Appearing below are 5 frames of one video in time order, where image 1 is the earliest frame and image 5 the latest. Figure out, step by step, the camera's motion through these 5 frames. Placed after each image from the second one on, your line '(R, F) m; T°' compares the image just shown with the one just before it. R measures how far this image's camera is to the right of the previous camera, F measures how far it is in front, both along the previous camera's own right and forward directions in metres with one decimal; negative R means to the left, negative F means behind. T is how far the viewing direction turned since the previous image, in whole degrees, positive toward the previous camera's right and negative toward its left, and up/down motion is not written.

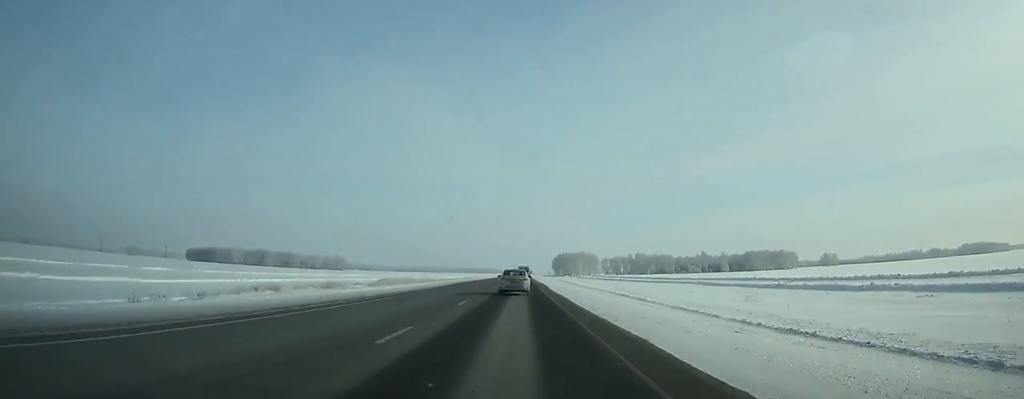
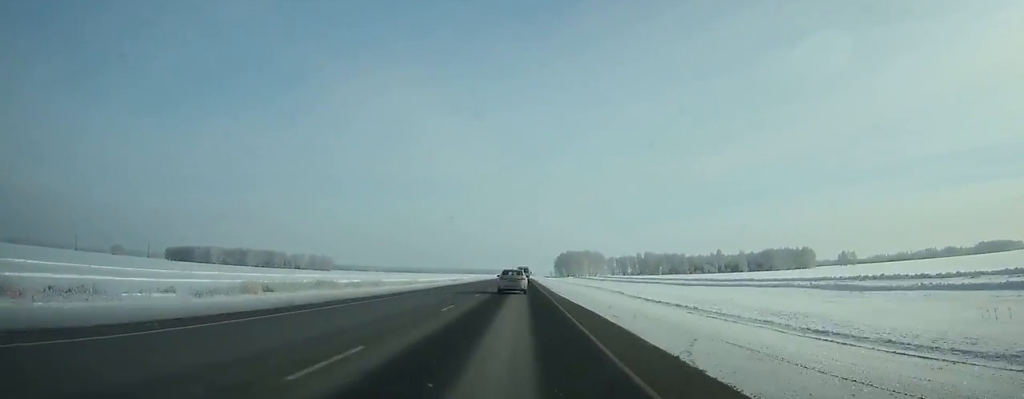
(0.0, +52.7) m; 0°
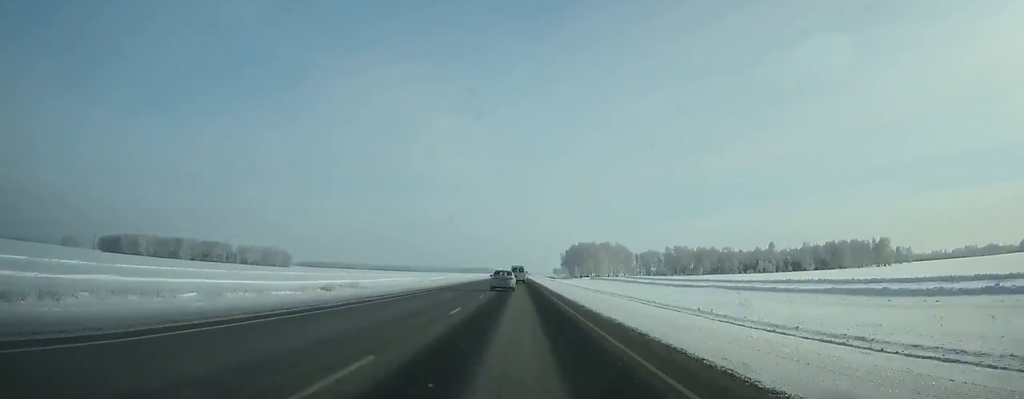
(+0.2, +135.2) m; 0°
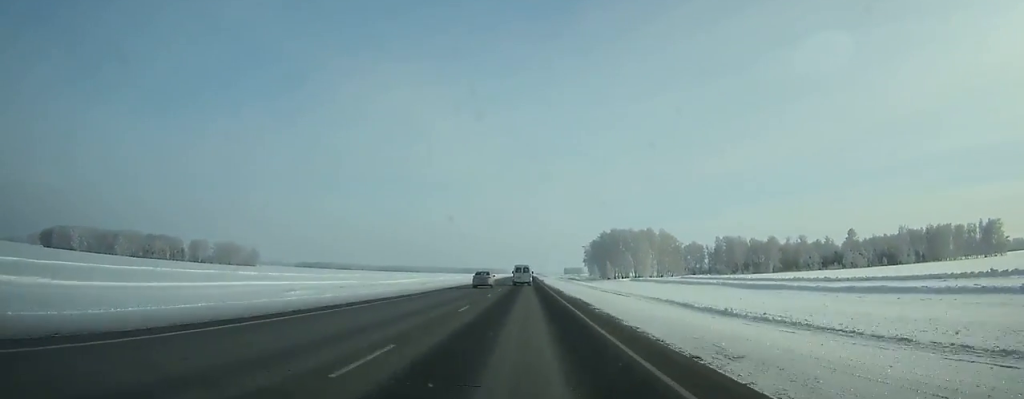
(-0.6, +109.0) m; 0°
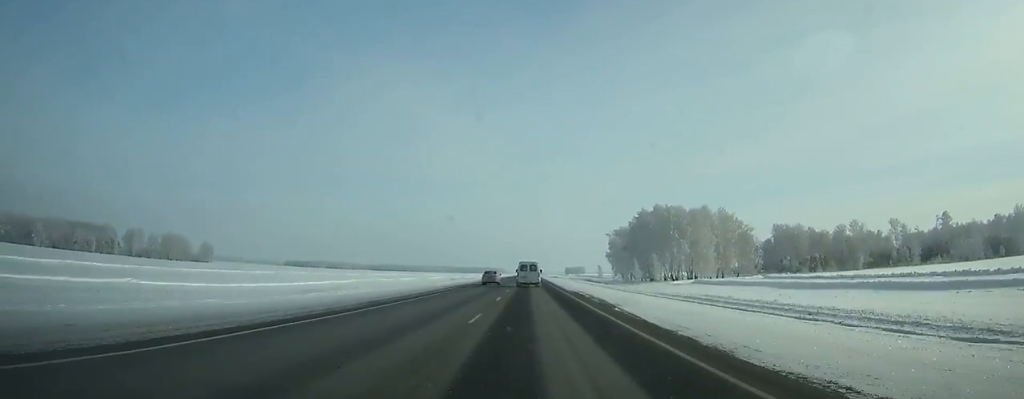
(-0.3, +89.9) m; 0°
